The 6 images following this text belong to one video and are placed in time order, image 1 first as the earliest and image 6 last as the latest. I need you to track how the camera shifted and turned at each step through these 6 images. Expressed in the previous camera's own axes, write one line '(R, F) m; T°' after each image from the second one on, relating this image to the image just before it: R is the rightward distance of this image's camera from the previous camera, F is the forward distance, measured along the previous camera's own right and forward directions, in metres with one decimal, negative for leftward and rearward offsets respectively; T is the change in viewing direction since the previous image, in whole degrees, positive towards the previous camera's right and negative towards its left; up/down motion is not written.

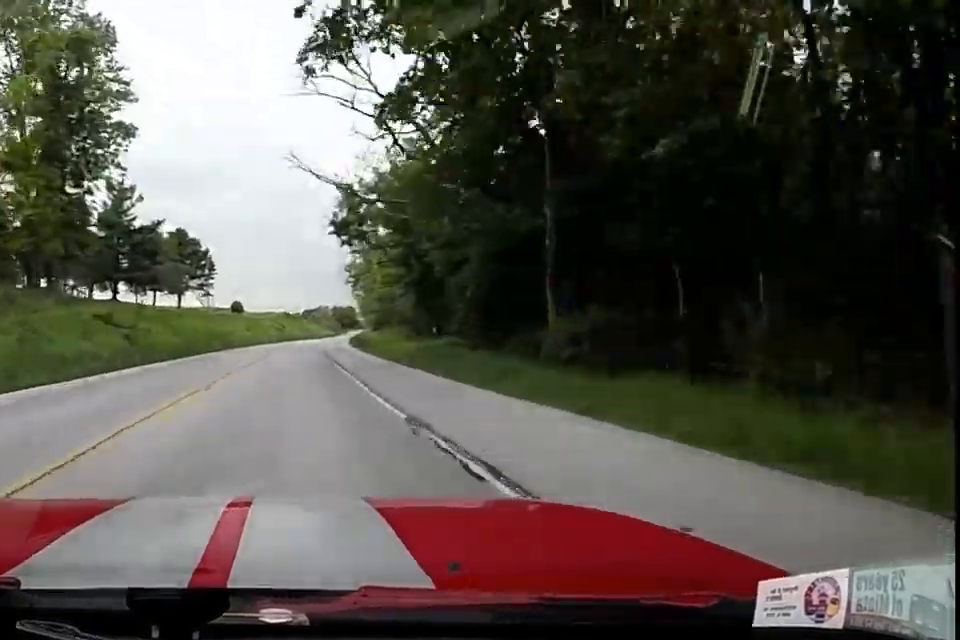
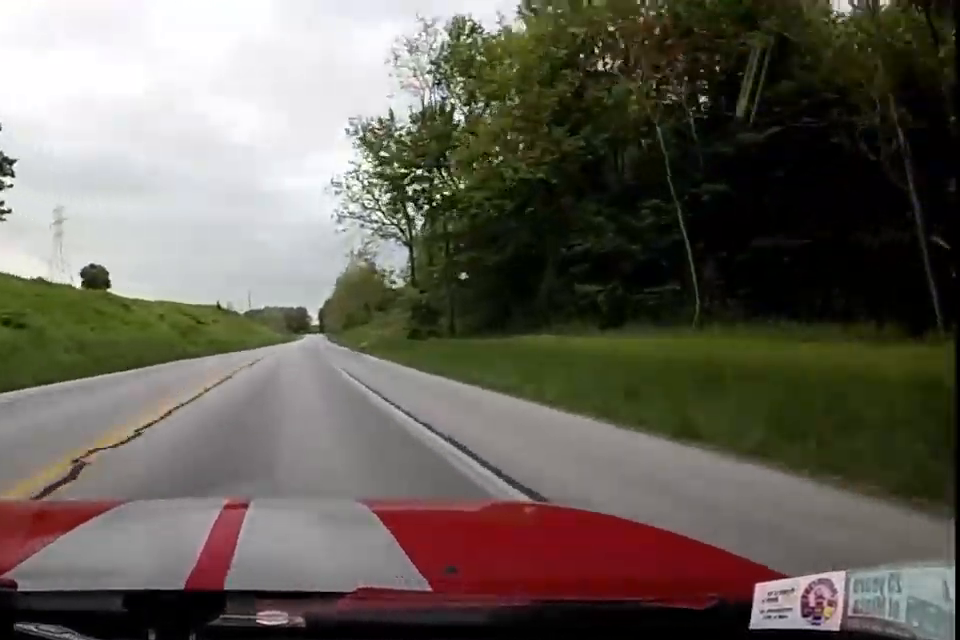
(+1.9, +67.5) m; +4°
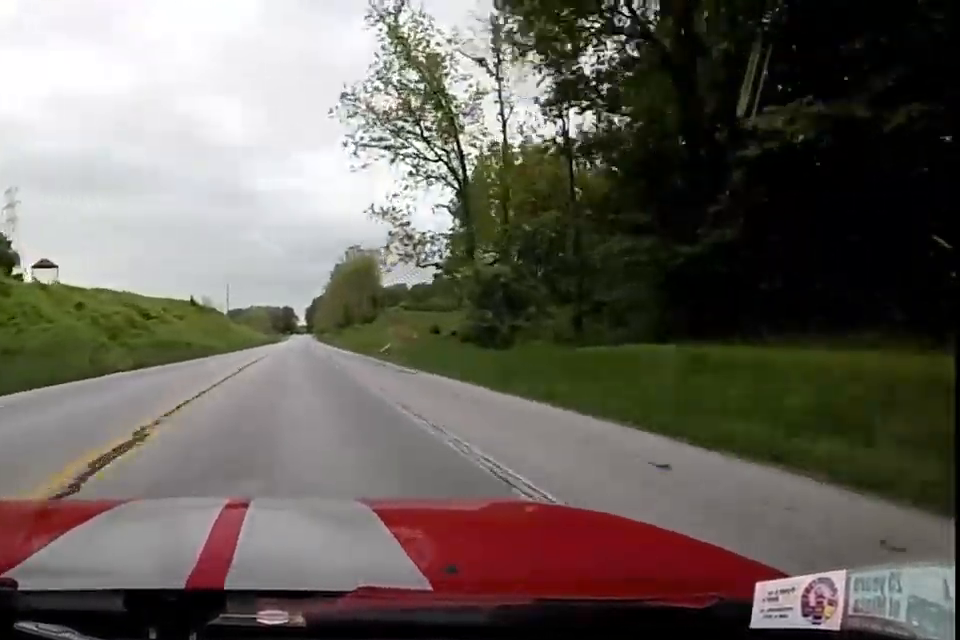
(+0.1, +18.3) m; +1°
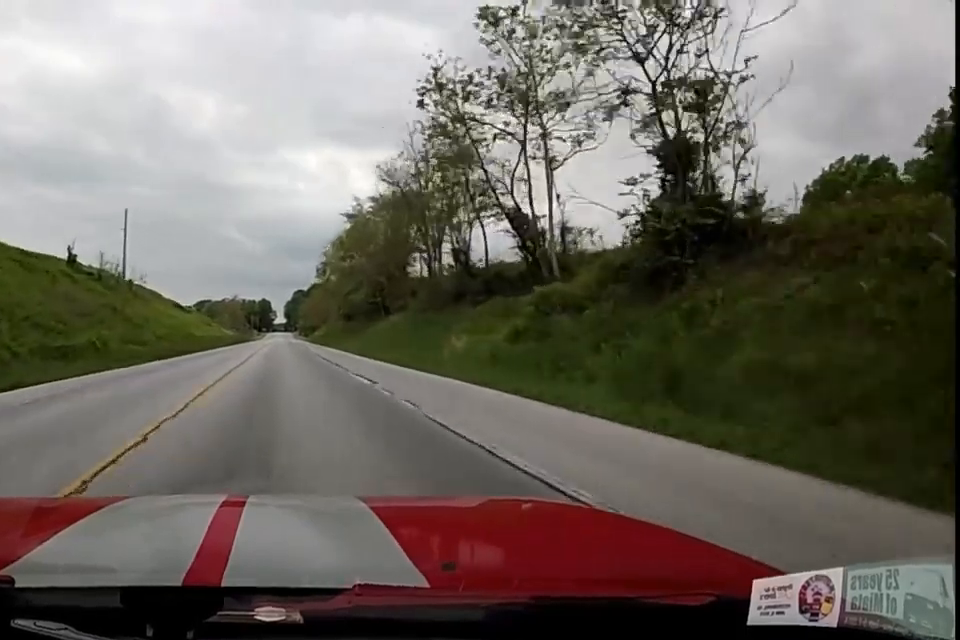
(+0.5, +55.3) m; +1°
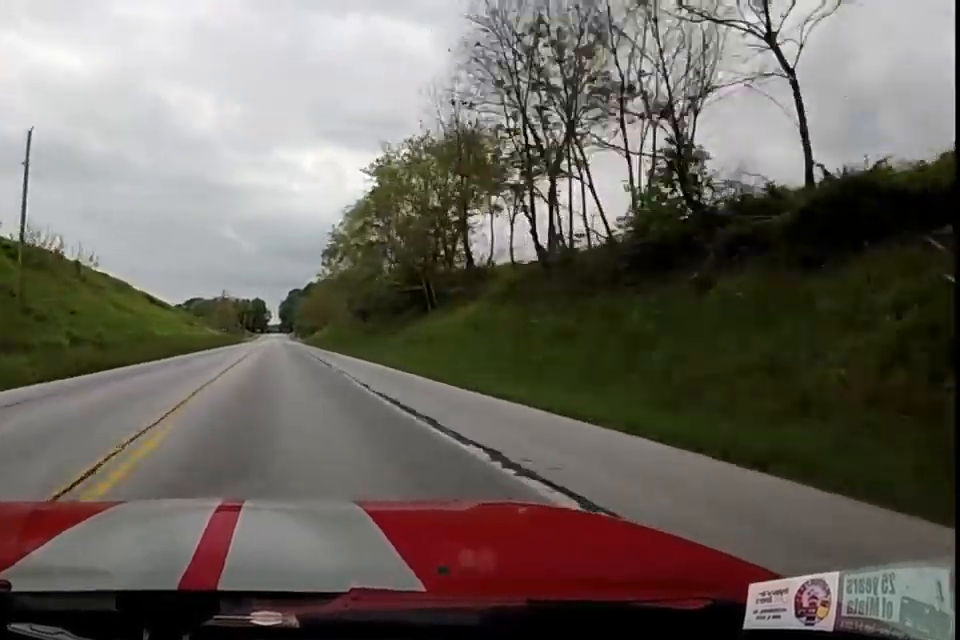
(+0.1, +17.5) m; 0°
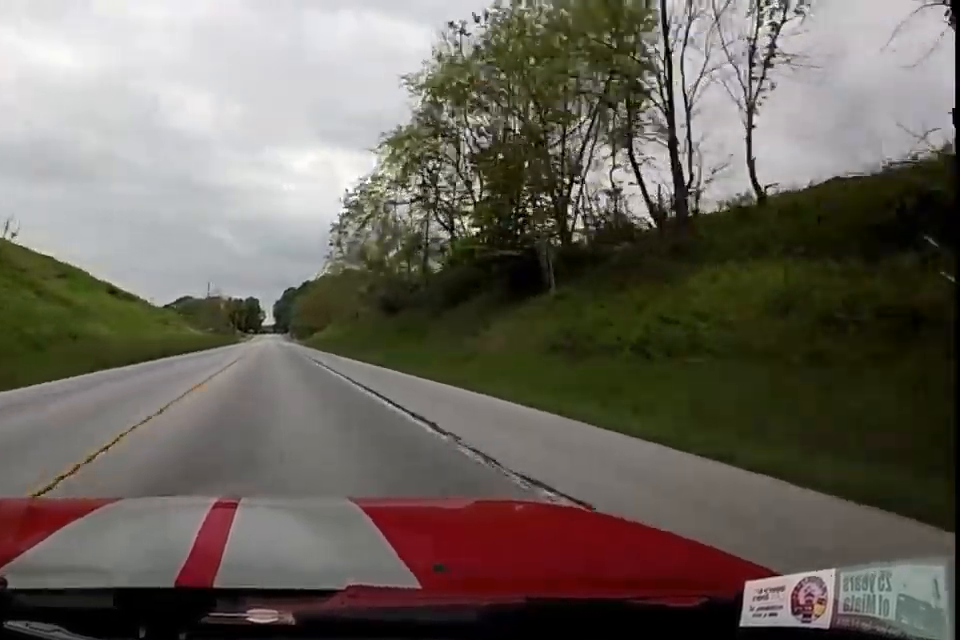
(0.0, +16.5) m; 0°
